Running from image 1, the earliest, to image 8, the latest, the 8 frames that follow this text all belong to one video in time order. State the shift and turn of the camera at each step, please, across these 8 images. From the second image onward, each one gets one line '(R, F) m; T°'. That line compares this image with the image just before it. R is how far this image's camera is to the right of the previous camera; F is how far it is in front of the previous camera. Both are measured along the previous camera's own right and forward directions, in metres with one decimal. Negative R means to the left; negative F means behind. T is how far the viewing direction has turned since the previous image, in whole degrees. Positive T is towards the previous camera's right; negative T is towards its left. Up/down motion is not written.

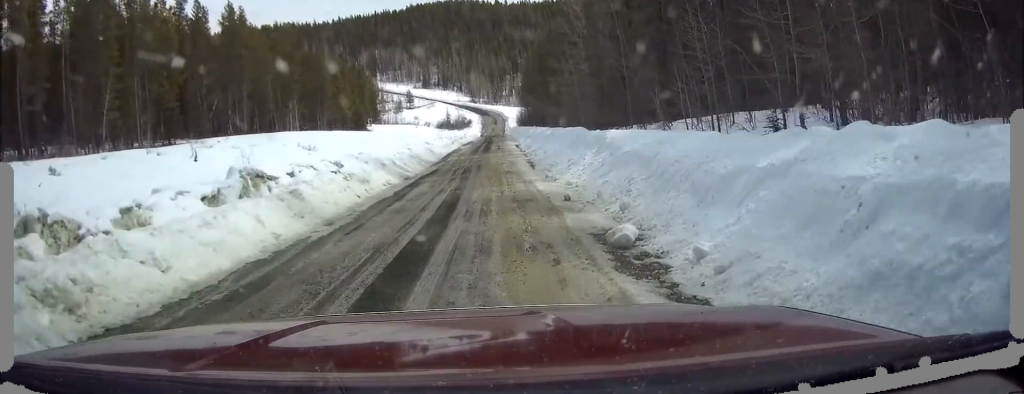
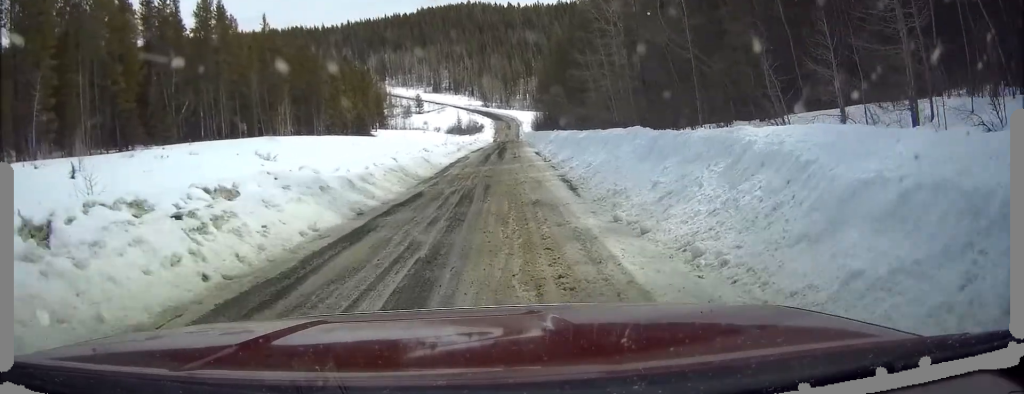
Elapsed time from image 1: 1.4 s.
(+0.2, +10.0) m; 0°
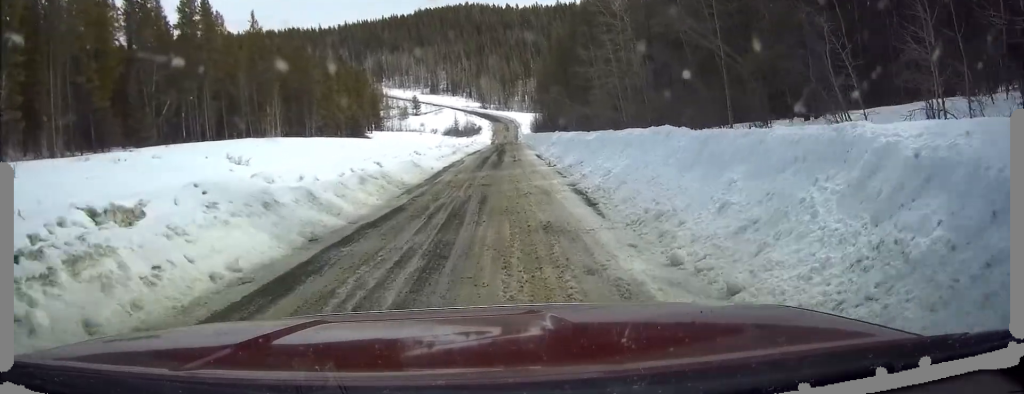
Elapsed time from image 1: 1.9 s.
(-0.1, +3.6) m; 0°
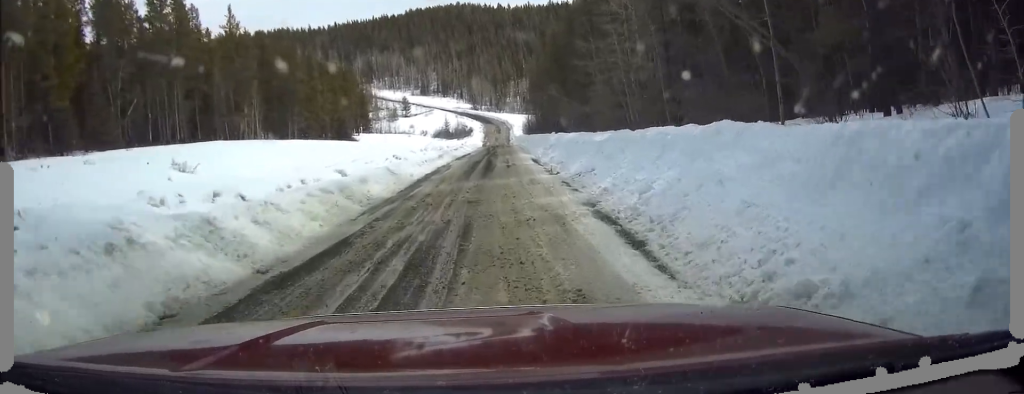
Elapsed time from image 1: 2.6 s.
(0.0, +4.9) m; 0°
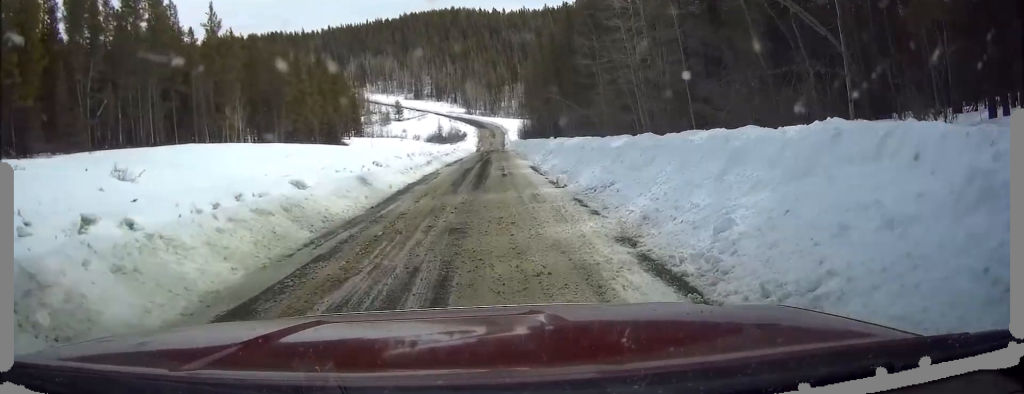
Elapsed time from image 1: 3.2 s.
(0.0, +4.2) m; +1°
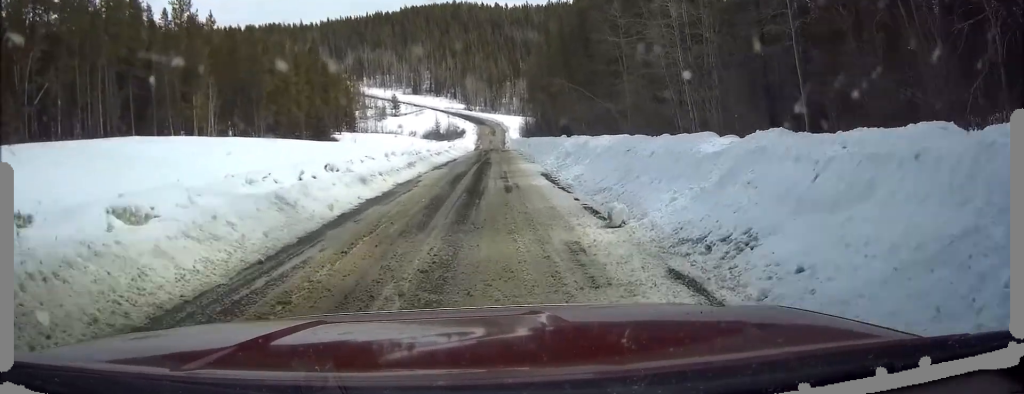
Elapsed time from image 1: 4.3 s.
(+0.2, +8.6) m; +4°
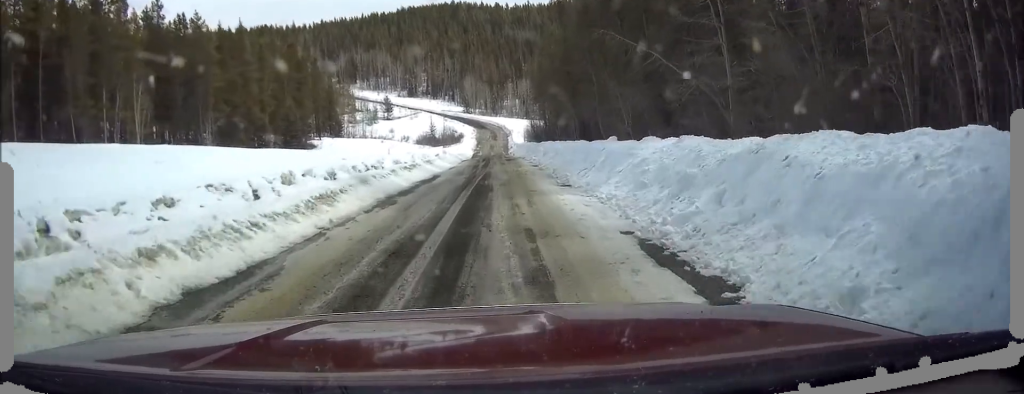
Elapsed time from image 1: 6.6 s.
(-0.4, +16.6) m; -5°
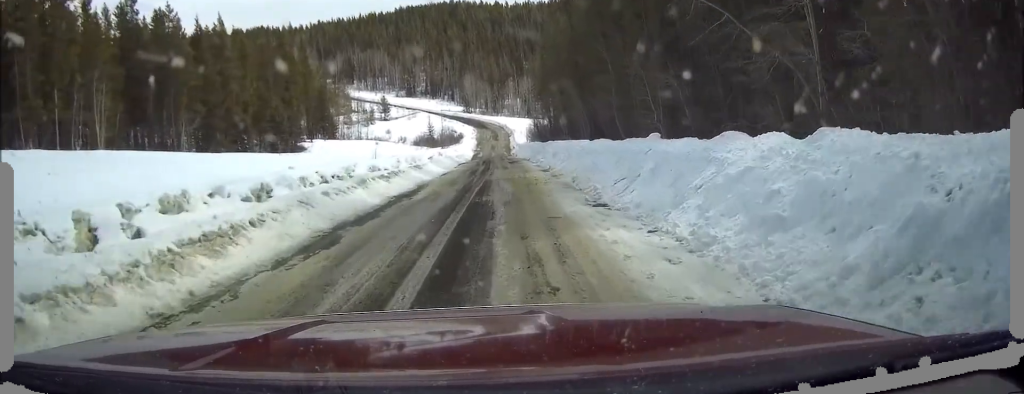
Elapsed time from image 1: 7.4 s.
(0.0, +6.5) m; 0°
